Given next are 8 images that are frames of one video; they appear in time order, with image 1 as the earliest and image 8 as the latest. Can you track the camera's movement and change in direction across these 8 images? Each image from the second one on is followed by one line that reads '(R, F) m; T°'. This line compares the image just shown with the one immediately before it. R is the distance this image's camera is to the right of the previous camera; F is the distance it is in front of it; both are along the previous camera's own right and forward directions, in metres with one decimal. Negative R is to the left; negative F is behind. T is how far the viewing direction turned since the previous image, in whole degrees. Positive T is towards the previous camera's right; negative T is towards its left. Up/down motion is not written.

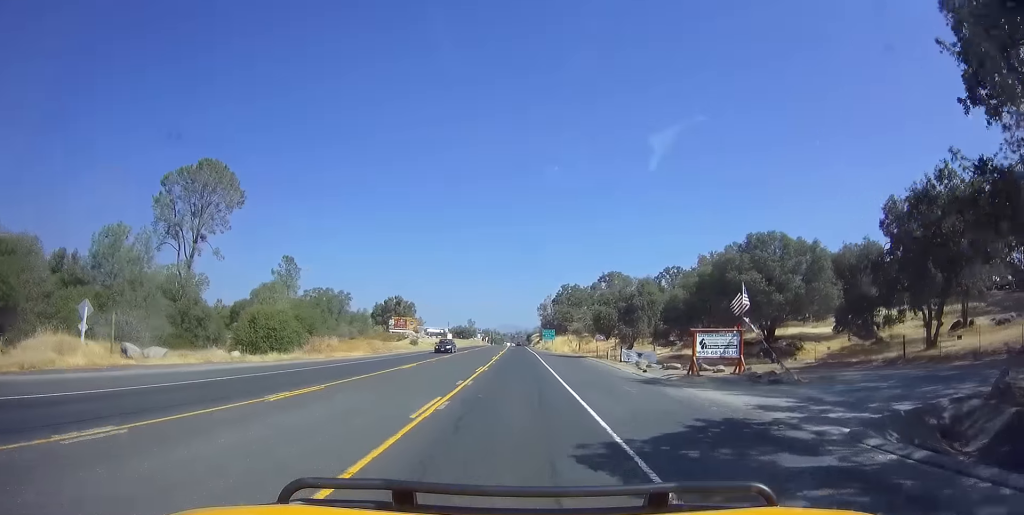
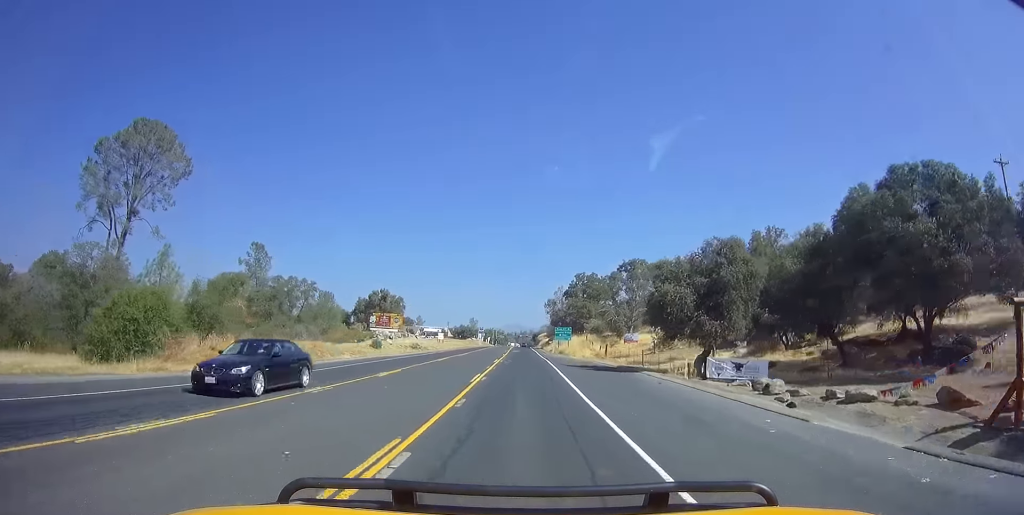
(+0.3, +20.6) m; +1°
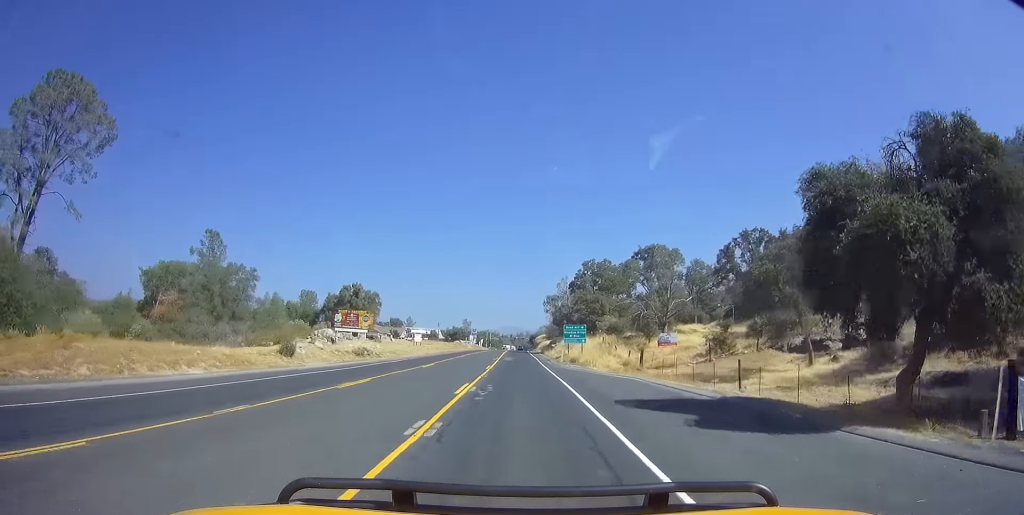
(+0.2, +18.8) m; +1°
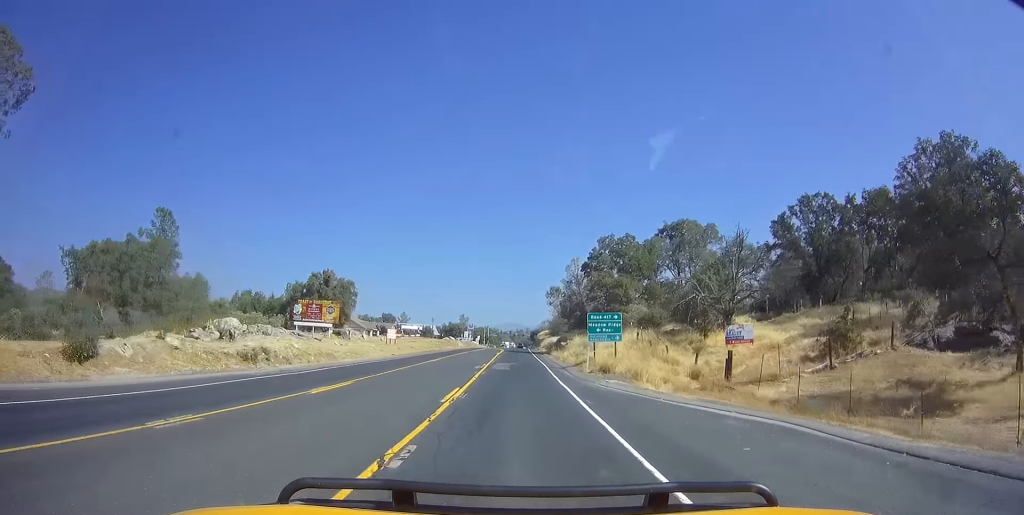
(0.0, +16.8) m; 0°
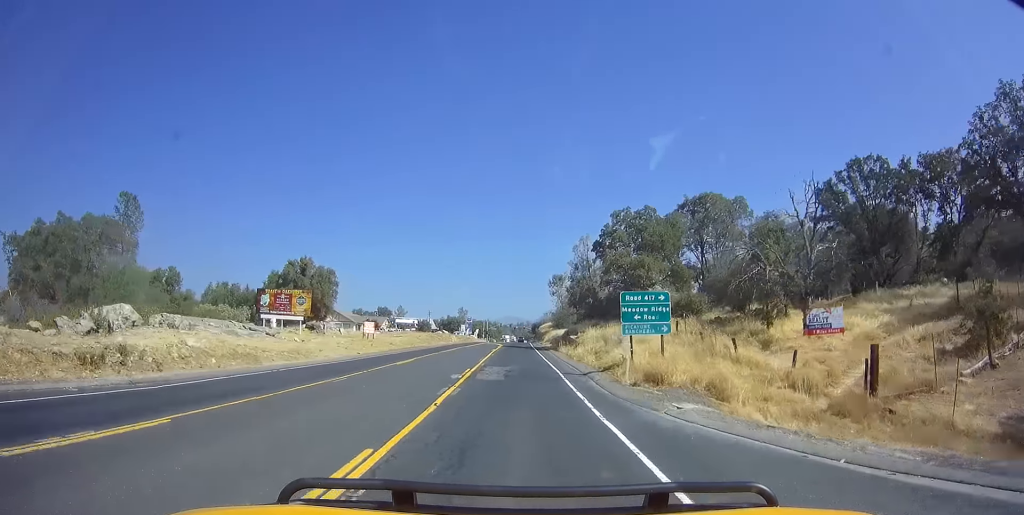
(0.0, +10.1) m; 0°
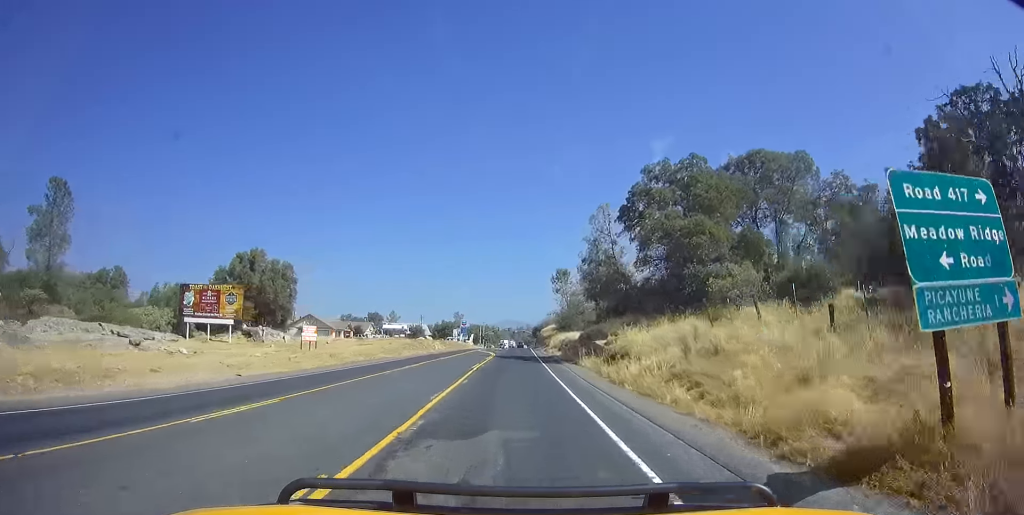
(0.0, +15.6) m; -2°
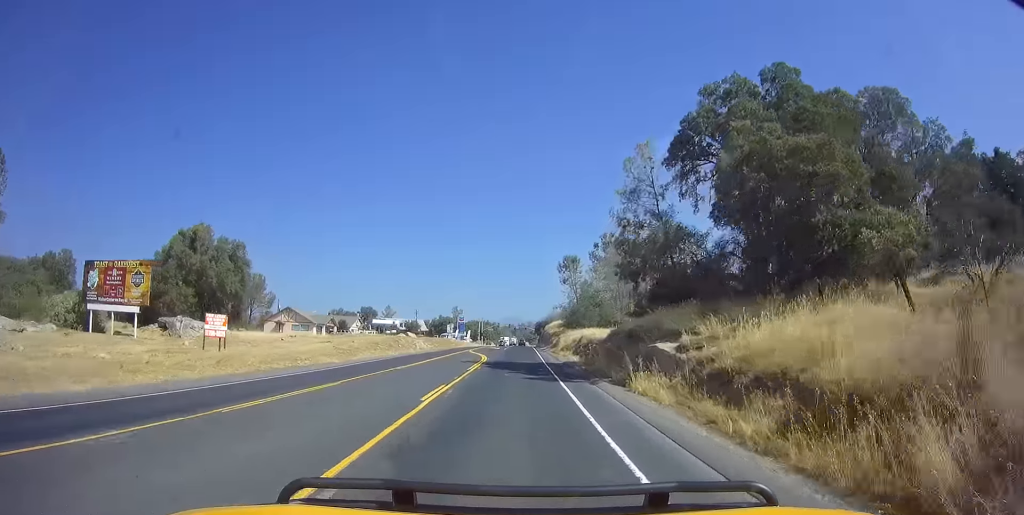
(-0.3, +13.3) m; 0°
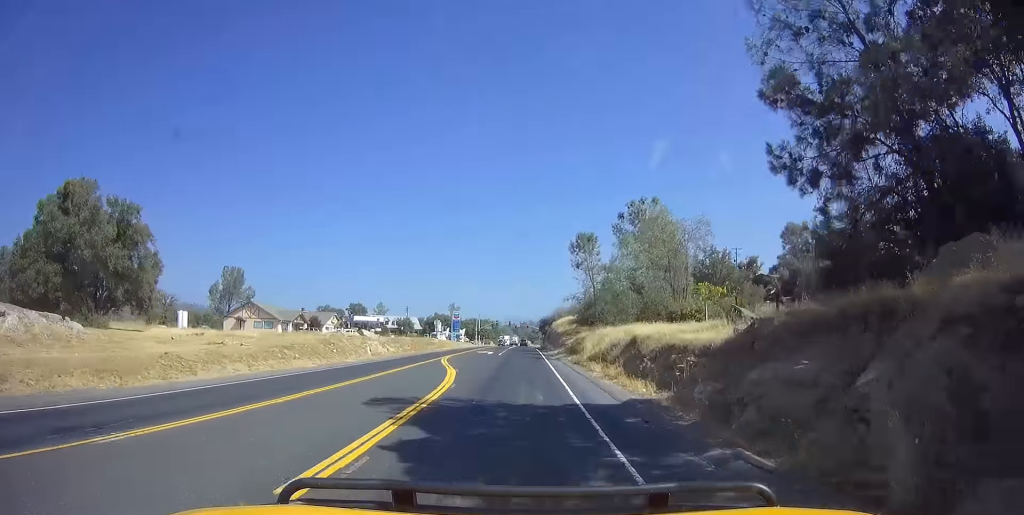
(0.0, +18.4) m; +1°
